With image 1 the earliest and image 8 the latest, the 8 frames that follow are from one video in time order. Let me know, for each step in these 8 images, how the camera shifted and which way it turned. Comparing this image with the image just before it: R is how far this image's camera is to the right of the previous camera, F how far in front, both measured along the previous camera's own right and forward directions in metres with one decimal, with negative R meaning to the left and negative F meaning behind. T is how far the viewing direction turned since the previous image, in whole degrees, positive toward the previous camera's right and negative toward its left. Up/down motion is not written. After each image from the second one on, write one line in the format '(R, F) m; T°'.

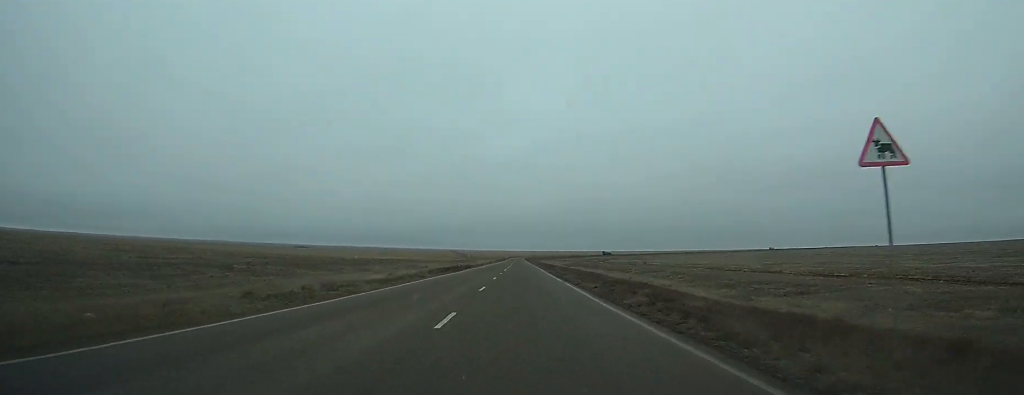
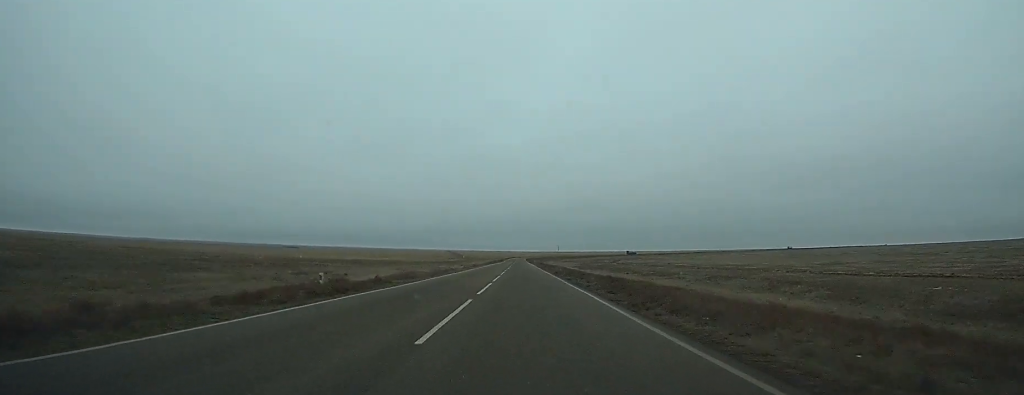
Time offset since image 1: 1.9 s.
(0.0, +47.3) m; 0°
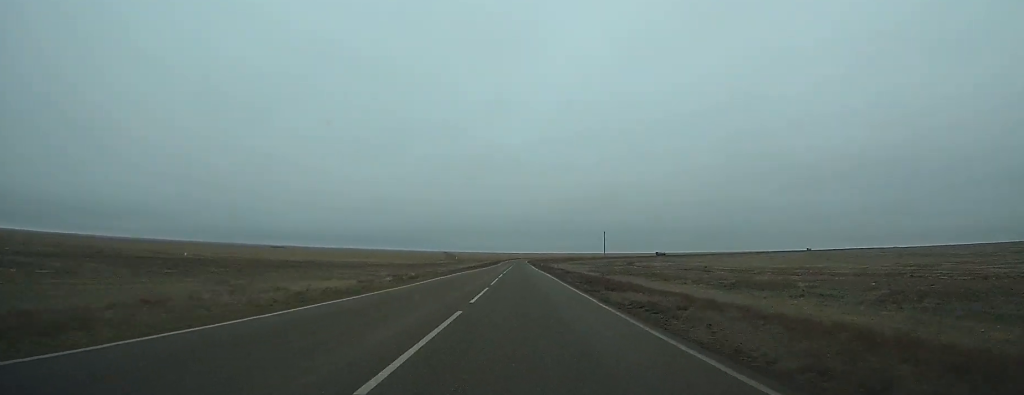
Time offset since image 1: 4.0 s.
(-0.1, +49.6) m; 0°
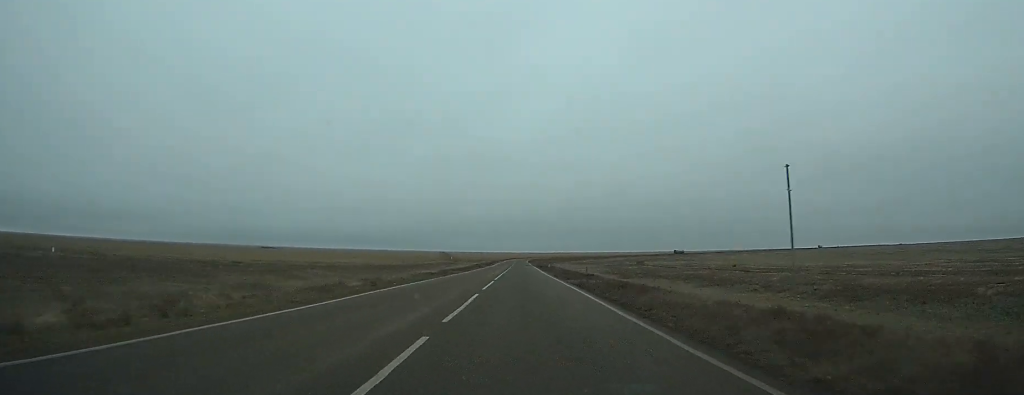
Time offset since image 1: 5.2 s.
(0.0, +30.7) m; 0°
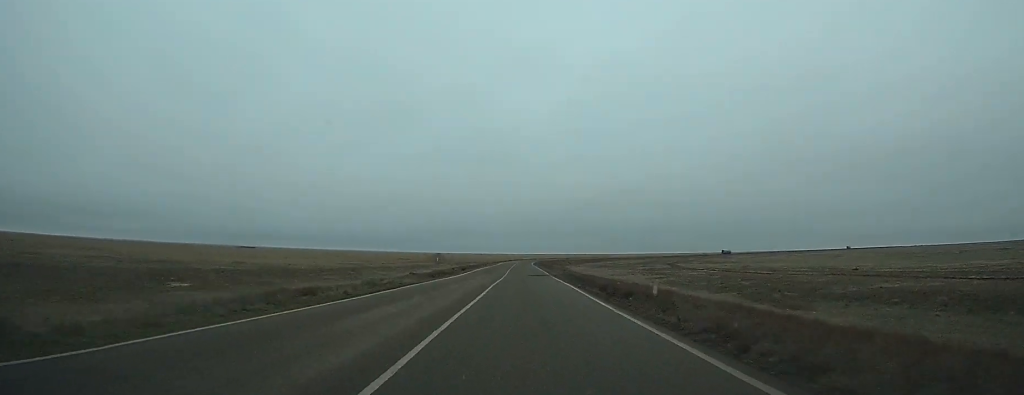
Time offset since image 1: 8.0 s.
(-0.2, +71.8) m; 0°
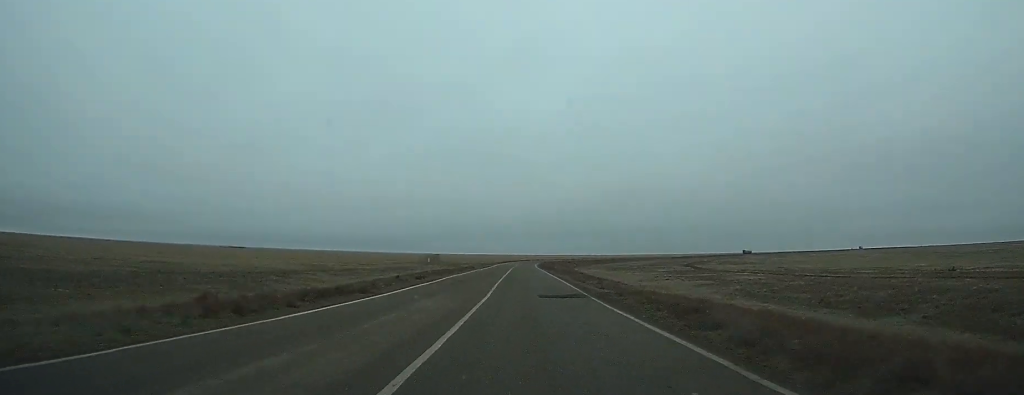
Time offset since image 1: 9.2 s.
(-0.1, +29.7) m; 0°
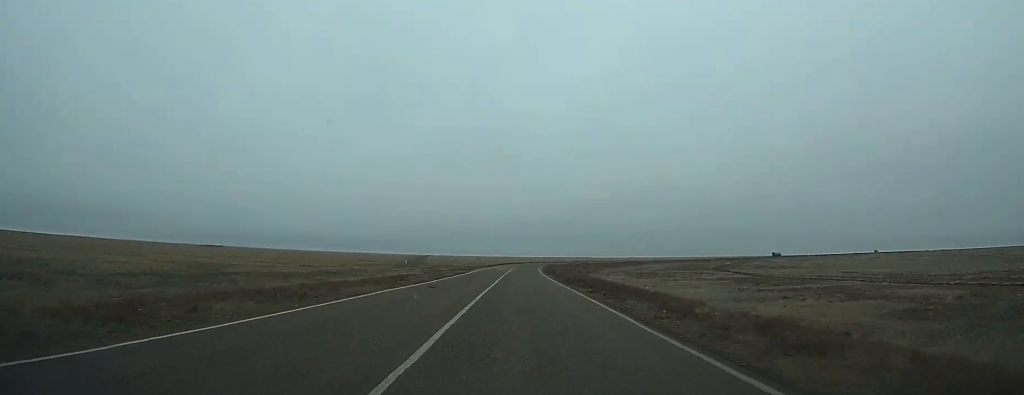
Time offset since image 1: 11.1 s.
(0.0, +44.9) m; 0°
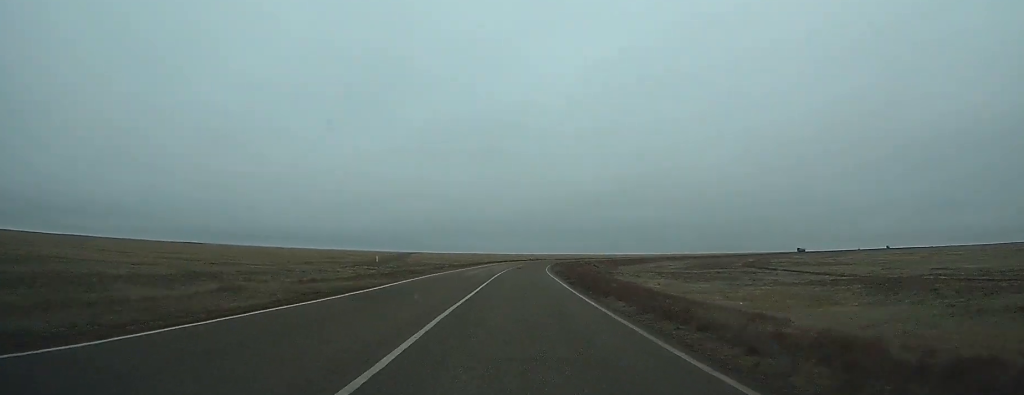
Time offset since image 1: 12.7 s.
(+0.2, +37.4) m; +1°
